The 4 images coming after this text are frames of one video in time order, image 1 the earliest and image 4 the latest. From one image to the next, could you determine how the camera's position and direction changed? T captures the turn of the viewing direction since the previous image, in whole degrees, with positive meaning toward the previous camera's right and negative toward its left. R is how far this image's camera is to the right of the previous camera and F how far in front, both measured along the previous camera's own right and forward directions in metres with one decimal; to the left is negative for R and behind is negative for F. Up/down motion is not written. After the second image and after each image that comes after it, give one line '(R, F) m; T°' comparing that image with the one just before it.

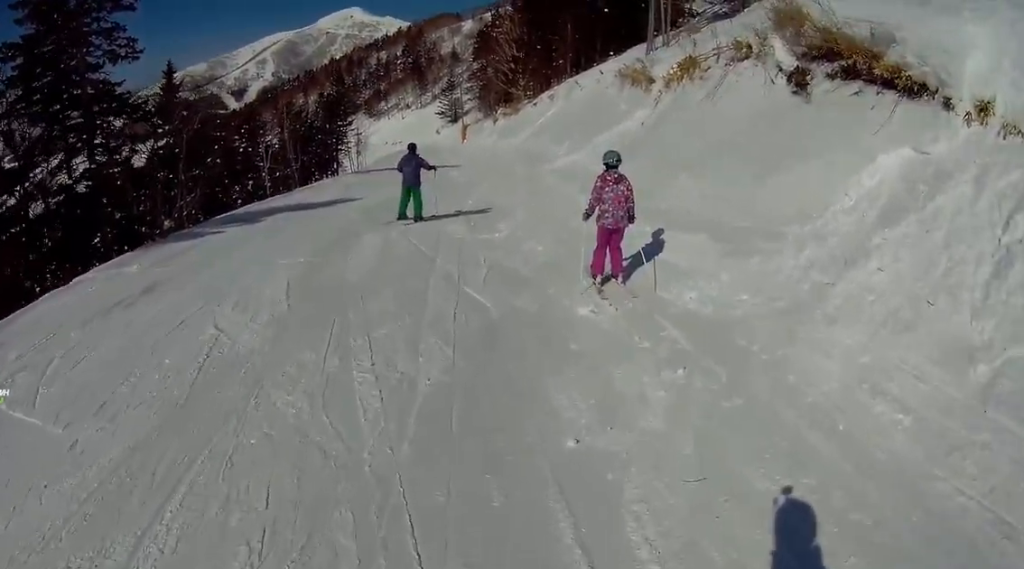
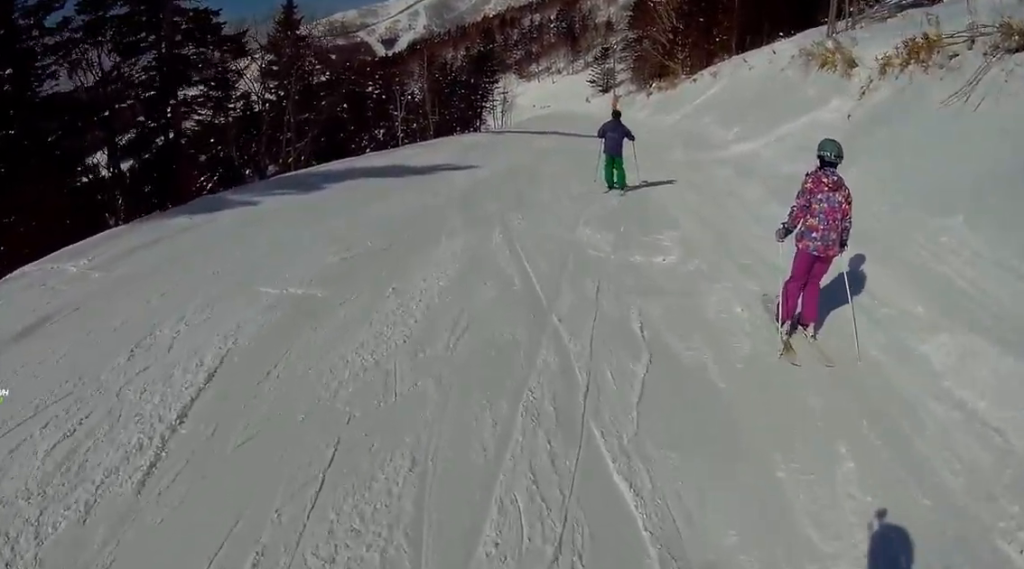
(+0.5, +4.2) m; -6°
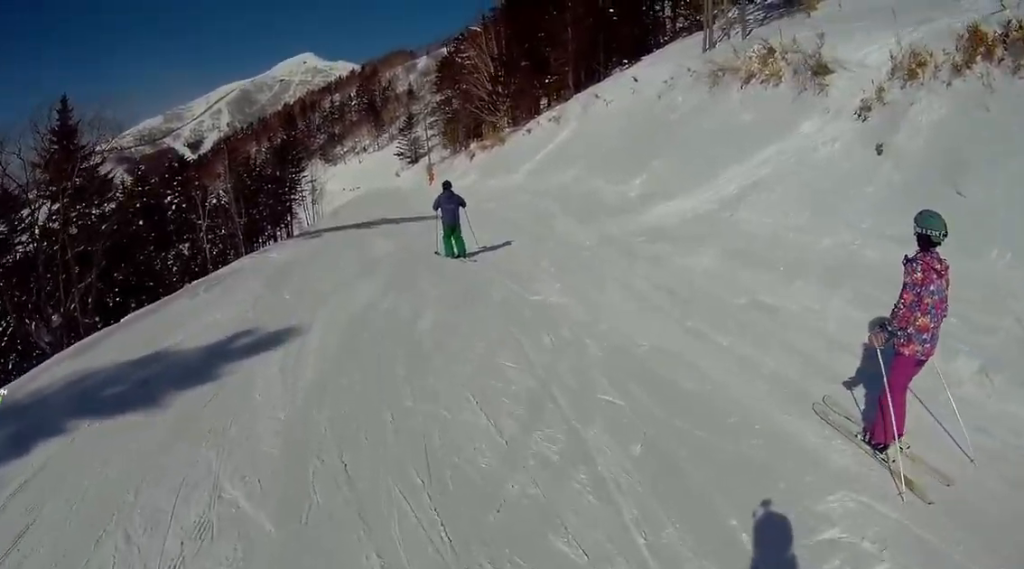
(-1.5, +6.7) m; +5°
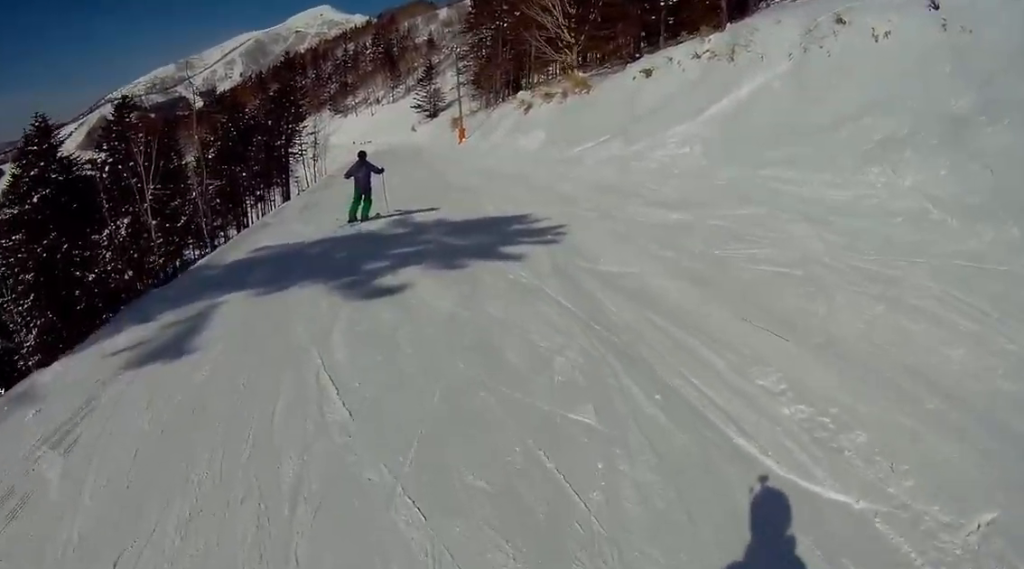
(+1.8, +15.3) m; +6°
